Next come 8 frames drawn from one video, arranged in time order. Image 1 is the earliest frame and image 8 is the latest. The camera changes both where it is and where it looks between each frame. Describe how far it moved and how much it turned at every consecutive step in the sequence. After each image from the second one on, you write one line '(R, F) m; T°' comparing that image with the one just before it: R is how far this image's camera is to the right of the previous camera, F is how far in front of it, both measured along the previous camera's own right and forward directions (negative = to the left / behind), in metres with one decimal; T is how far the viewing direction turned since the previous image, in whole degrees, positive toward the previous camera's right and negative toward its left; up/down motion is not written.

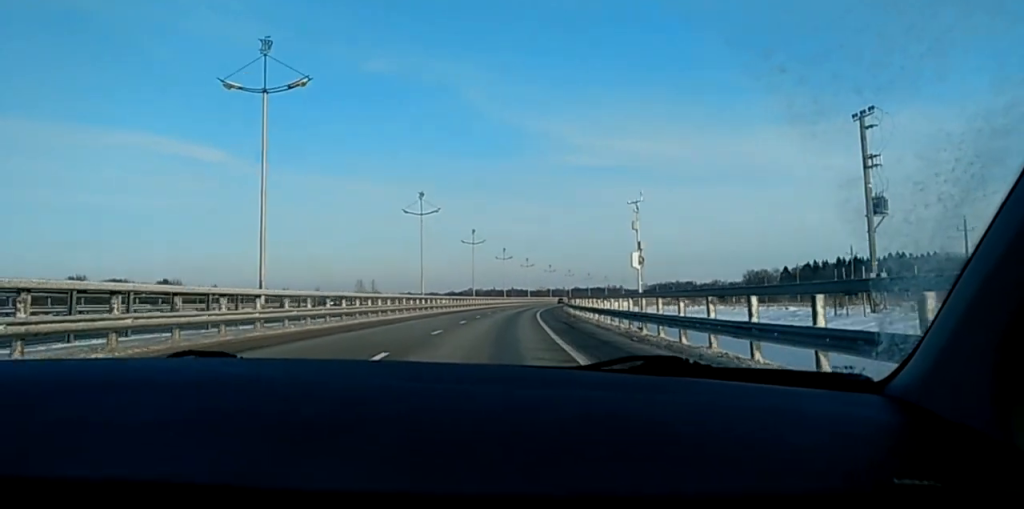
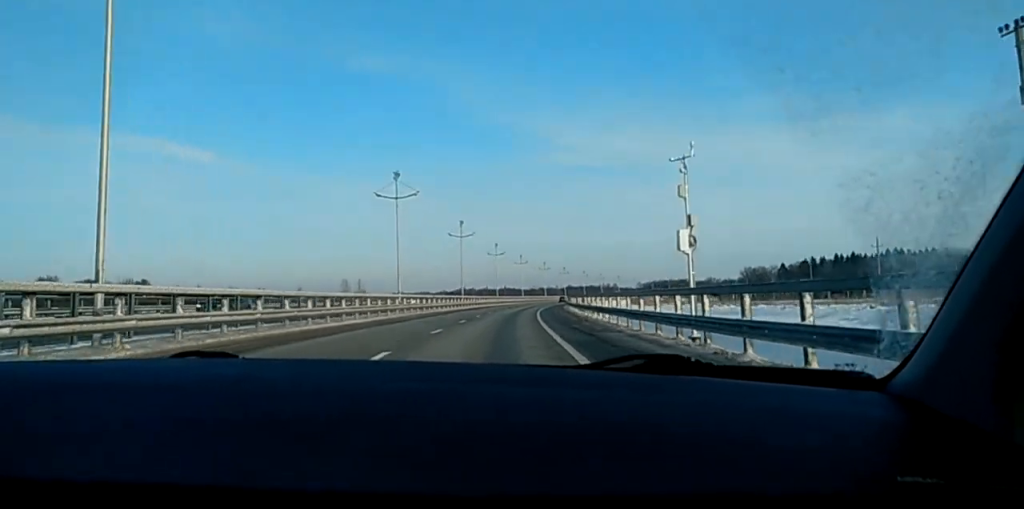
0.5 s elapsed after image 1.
(-0.1, +11.6) m; +1°
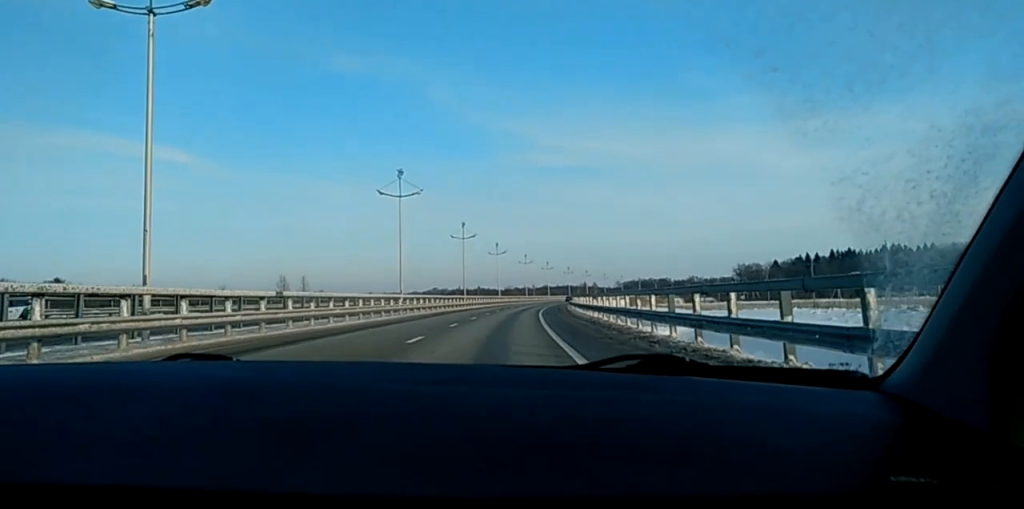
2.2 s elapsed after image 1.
(+0.9, +40.9) m; +2°
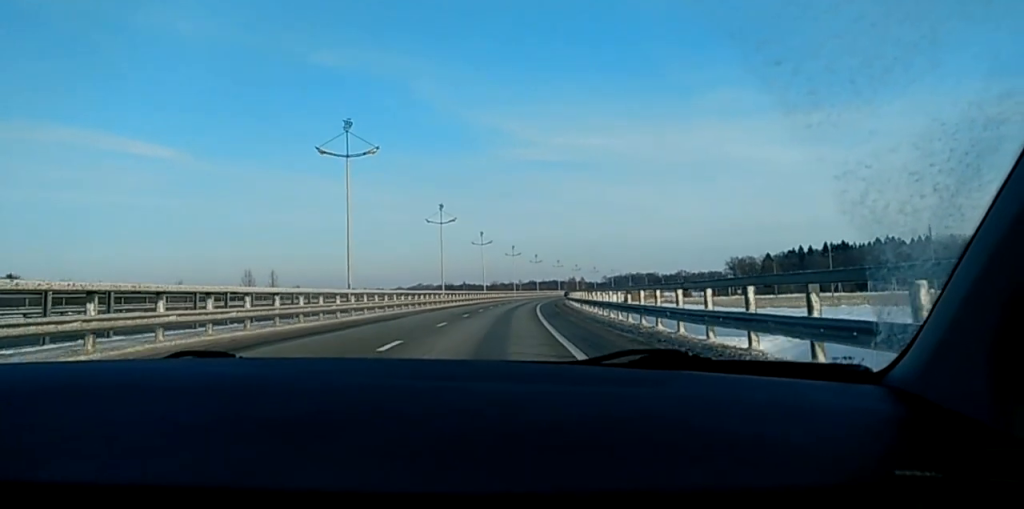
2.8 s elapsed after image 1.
(0.0, +15.7) m; +1°
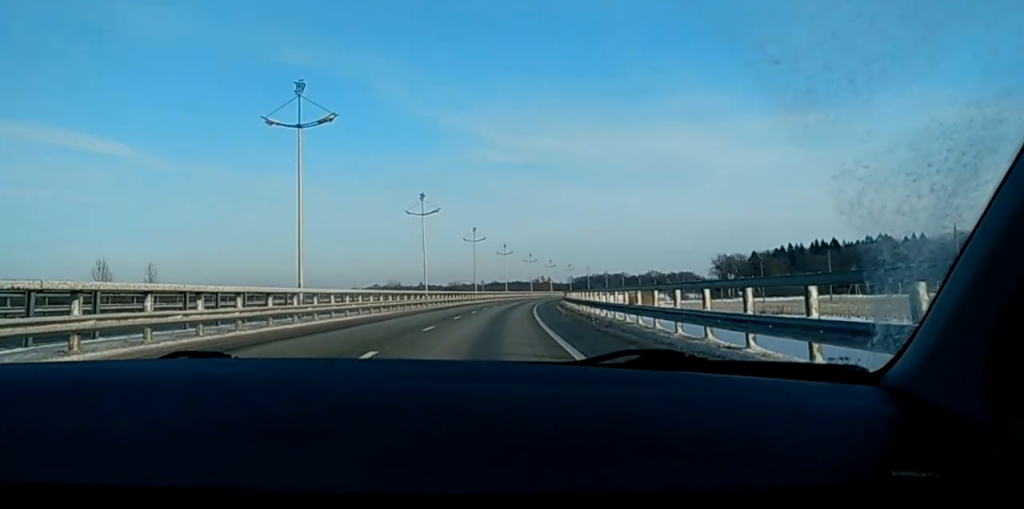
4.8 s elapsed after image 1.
(+1.6, +50.6) m; +3°
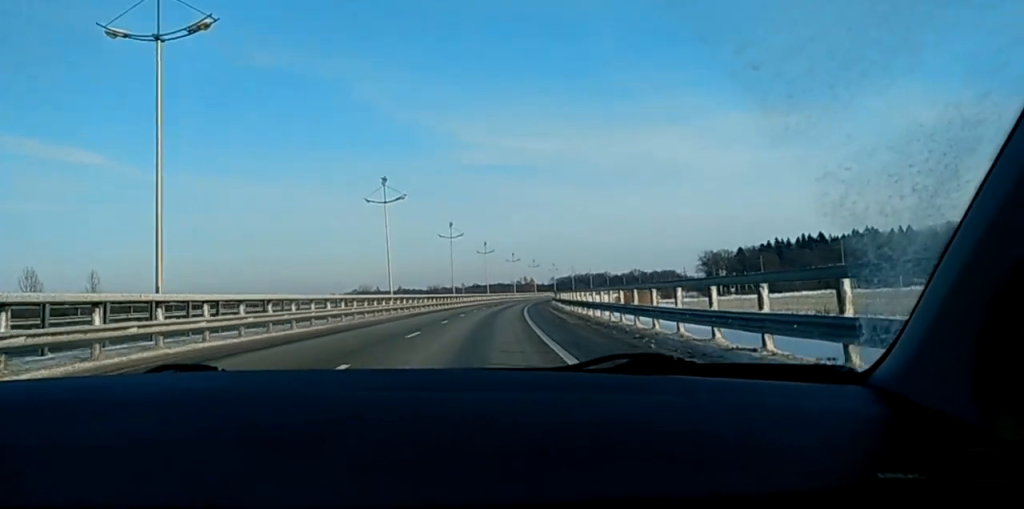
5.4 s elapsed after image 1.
(-0.1, +14.0) m; +1°
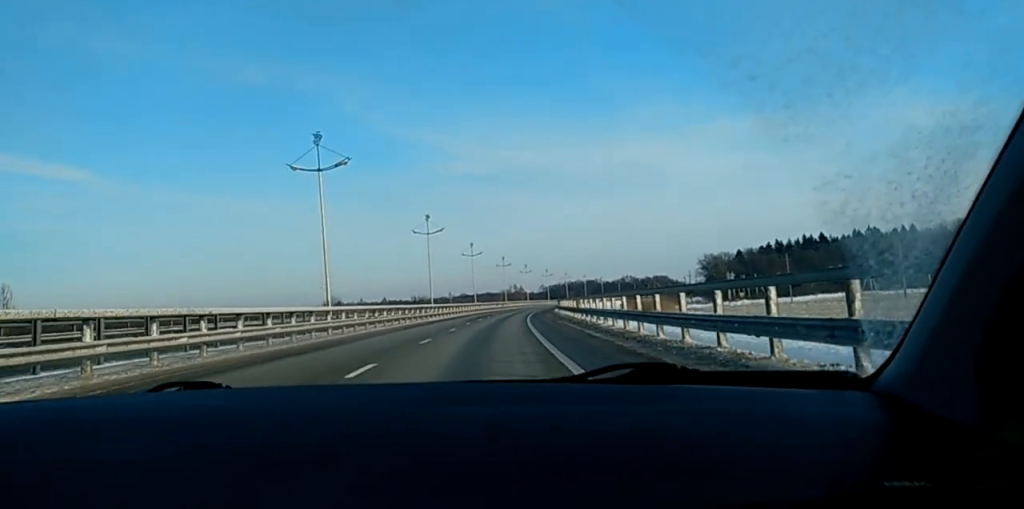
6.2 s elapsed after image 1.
(+0.4, +21.0) m; +2°
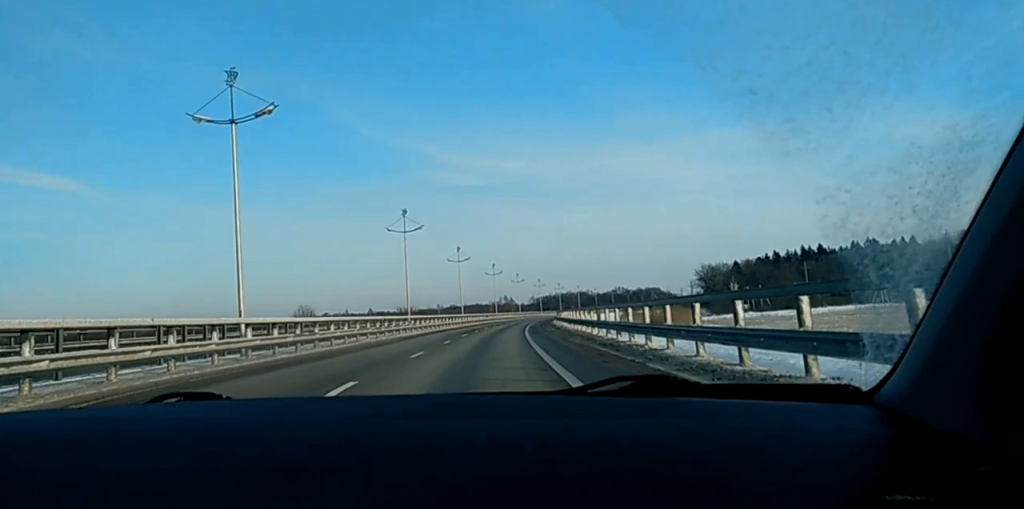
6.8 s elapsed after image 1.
(+0.2, +14.1) m; +1°
